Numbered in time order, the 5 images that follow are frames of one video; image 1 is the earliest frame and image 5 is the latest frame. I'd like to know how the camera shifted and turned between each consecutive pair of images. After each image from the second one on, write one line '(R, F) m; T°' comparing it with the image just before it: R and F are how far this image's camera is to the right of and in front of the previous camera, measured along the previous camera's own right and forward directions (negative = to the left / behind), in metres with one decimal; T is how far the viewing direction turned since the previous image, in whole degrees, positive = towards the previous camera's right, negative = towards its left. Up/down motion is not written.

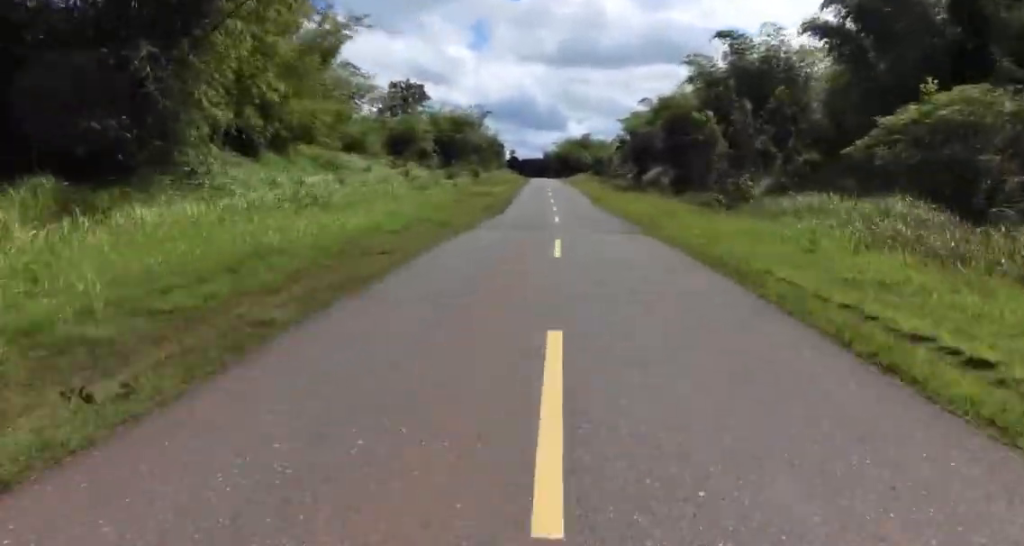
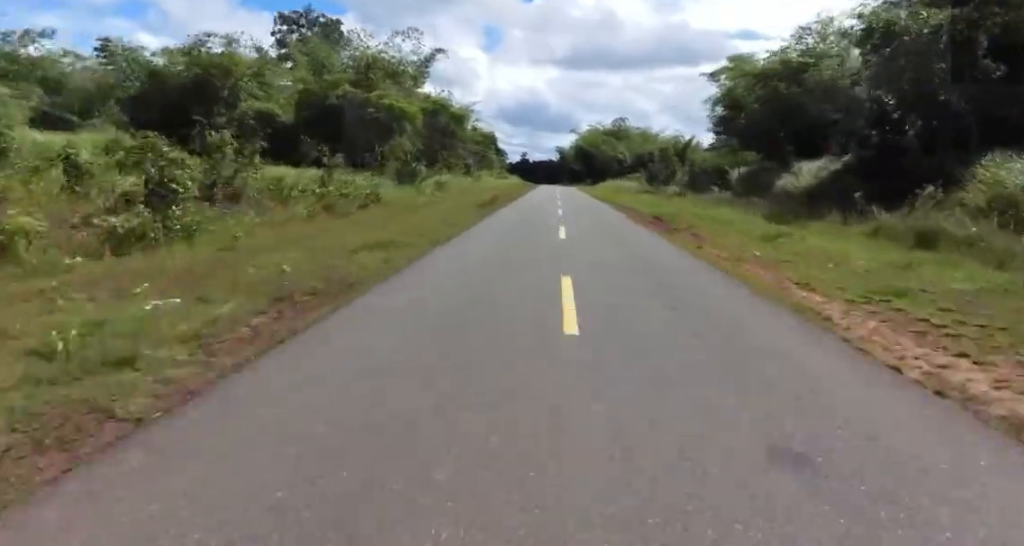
(-3.0, +61.1) m; 0°
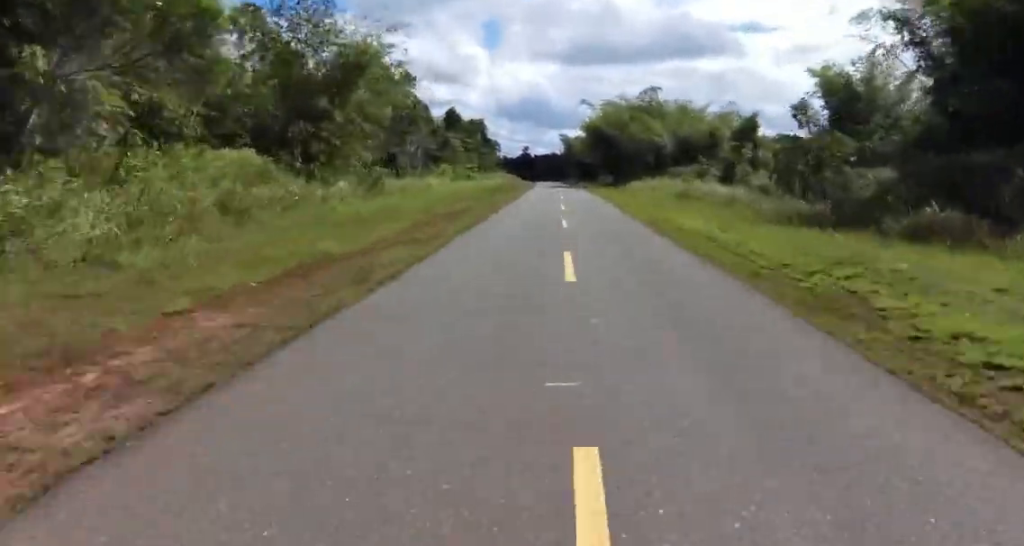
(+3.2, +38.8) m; +2°
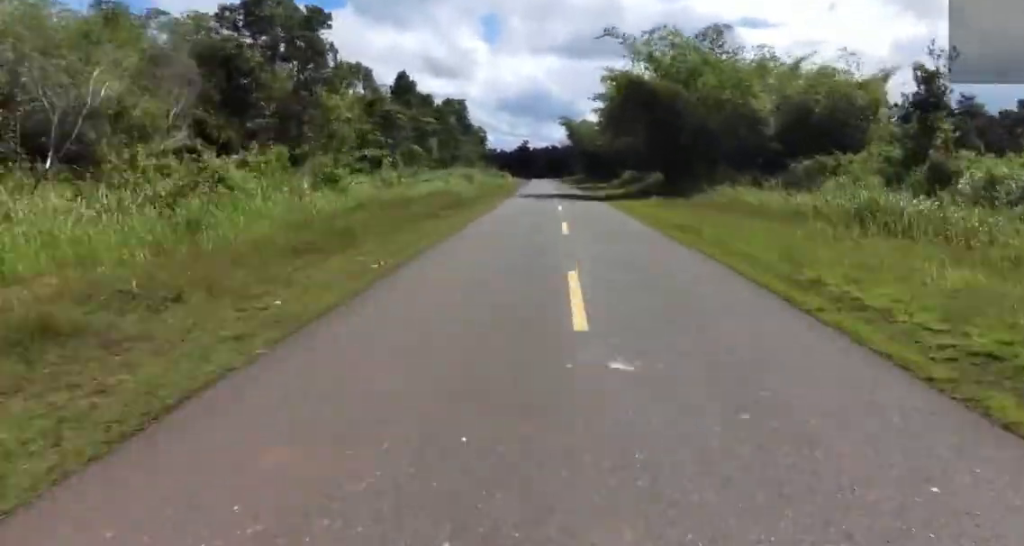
(-0.6, +34.7) m; 0°
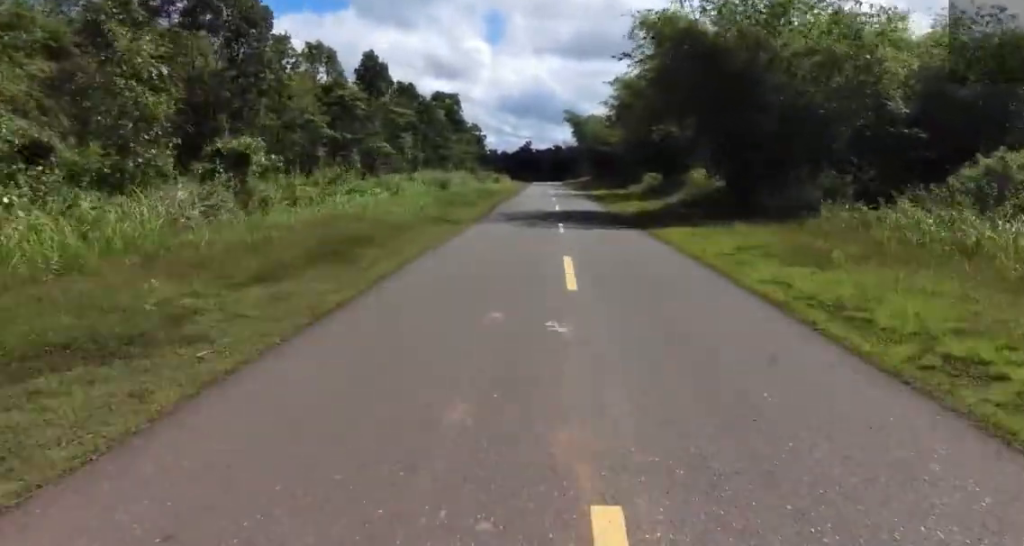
(+0.3, +14.3) m; 0°
